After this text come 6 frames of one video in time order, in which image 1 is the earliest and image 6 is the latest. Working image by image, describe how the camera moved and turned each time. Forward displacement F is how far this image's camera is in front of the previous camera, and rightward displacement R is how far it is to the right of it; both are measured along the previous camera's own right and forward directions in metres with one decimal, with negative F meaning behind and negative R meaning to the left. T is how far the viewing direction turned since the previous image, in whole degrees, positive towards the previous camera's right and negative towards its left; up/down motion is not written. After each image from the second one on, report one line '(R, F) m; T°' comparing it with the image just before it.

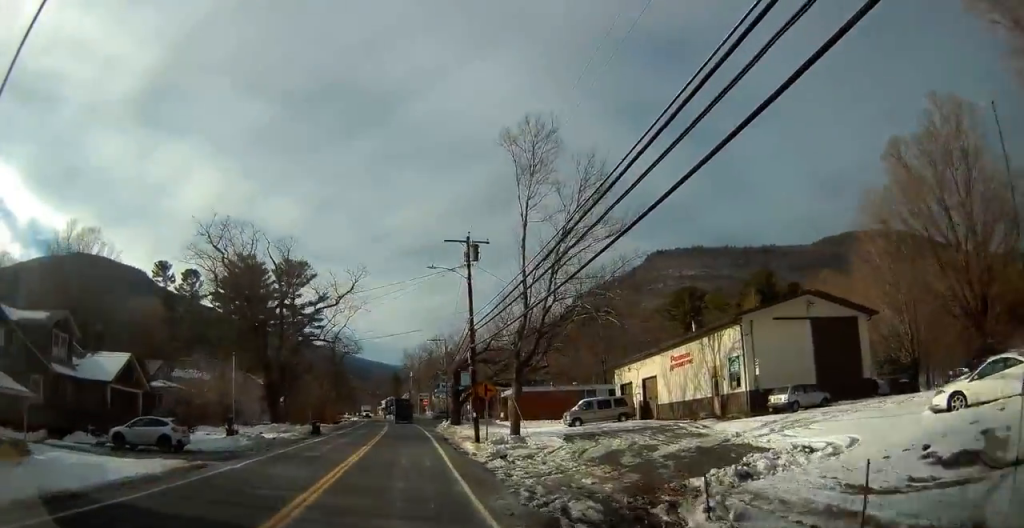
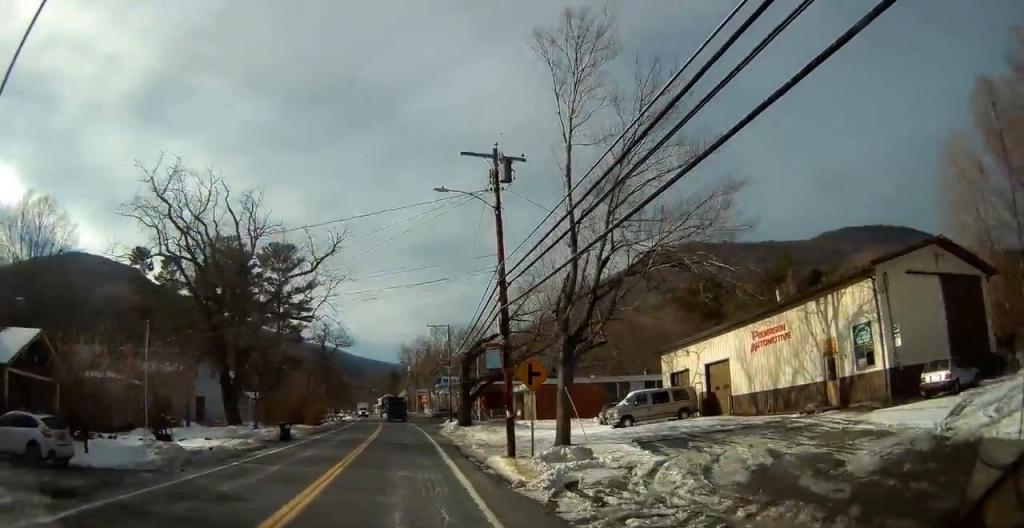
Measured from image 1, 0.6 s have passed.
(0.0, +10.2) m; -1°
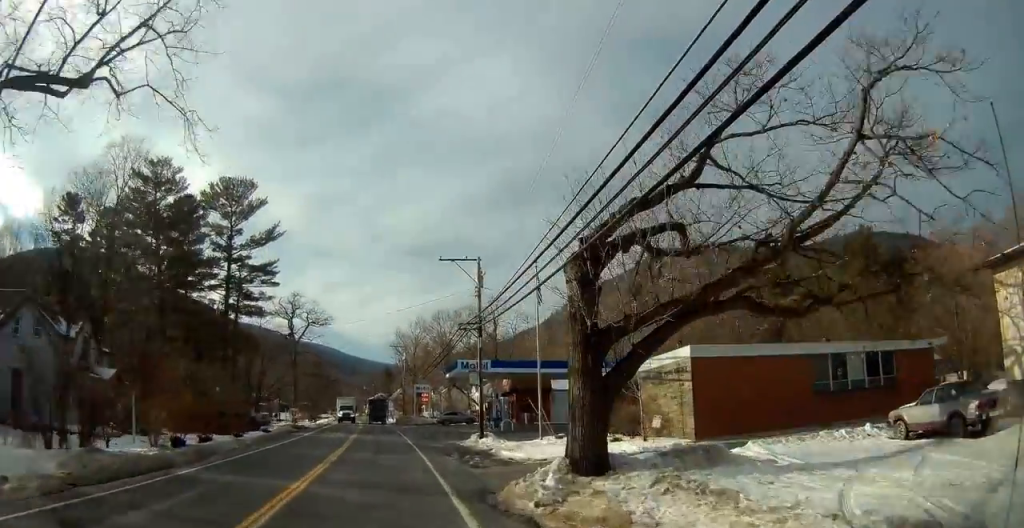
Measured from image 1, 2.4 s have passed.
(-0.5, +28.2) m; 0°
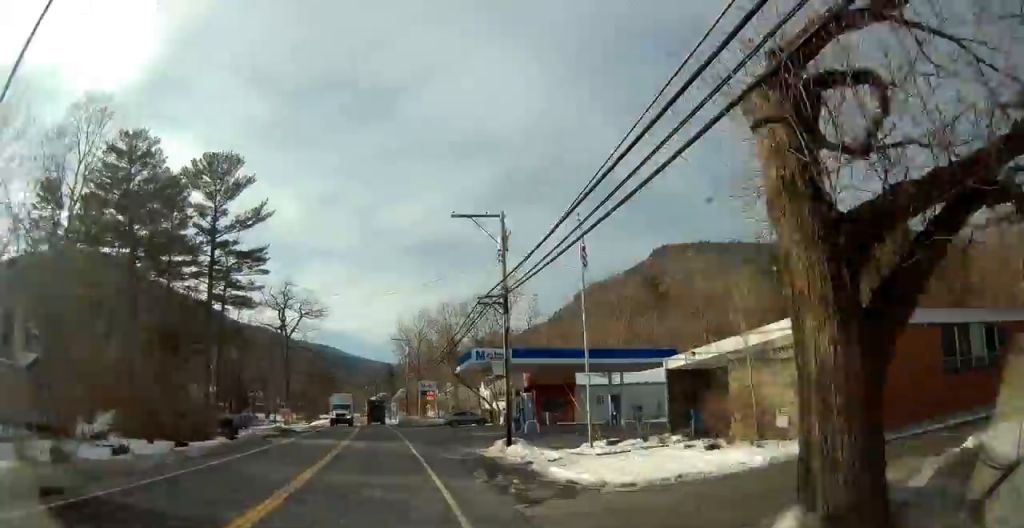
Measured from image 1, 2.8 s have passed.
(+0.1, +7.7) m; +1°
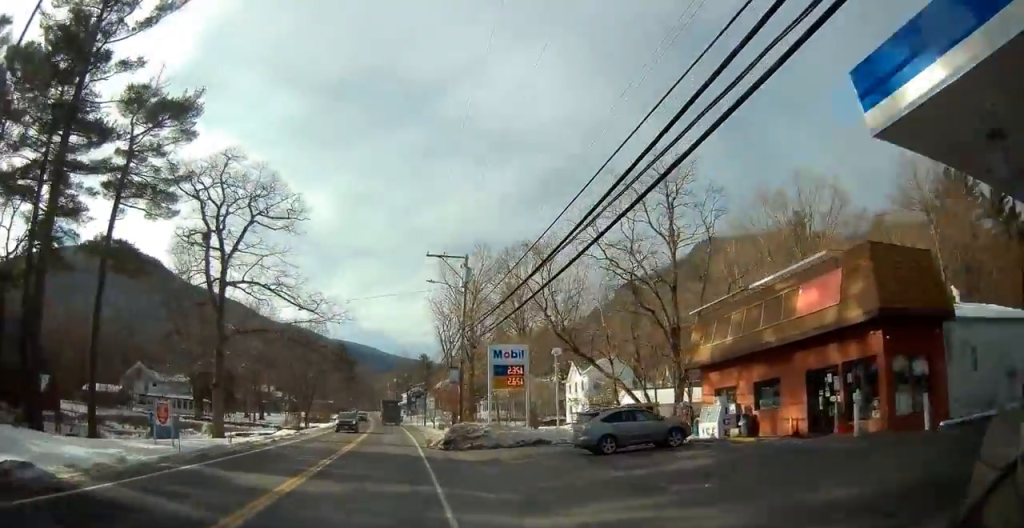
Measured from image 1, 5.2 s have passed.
(-1.6, +38.0) m; -4°
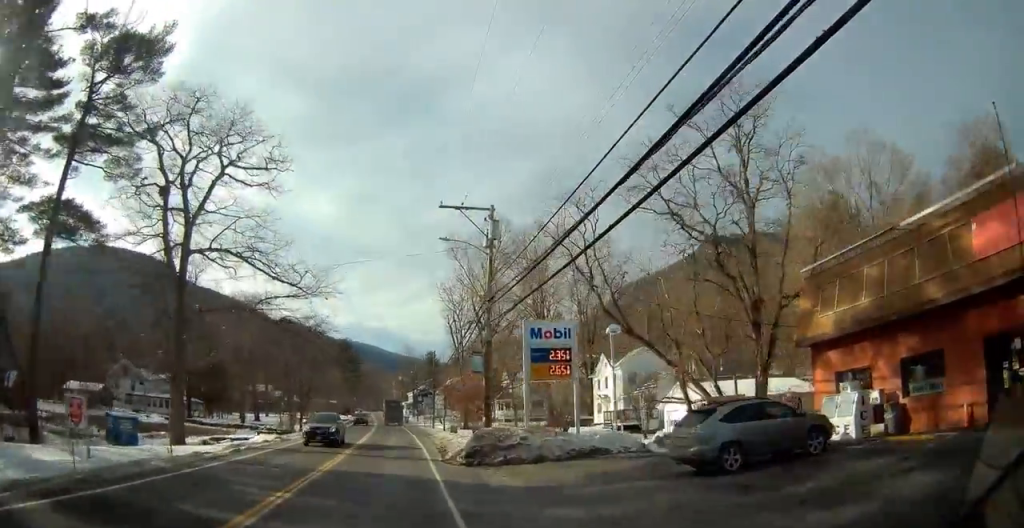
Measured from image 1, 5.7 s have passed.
(+0.2, +8.0) m; 0°
